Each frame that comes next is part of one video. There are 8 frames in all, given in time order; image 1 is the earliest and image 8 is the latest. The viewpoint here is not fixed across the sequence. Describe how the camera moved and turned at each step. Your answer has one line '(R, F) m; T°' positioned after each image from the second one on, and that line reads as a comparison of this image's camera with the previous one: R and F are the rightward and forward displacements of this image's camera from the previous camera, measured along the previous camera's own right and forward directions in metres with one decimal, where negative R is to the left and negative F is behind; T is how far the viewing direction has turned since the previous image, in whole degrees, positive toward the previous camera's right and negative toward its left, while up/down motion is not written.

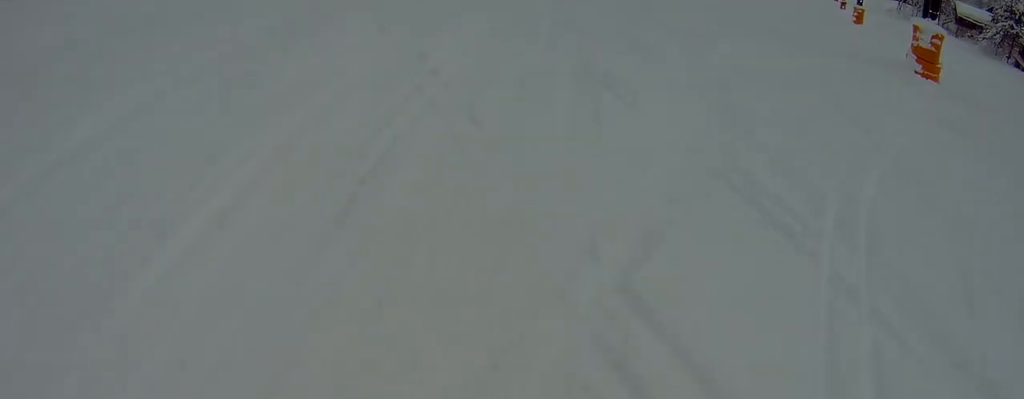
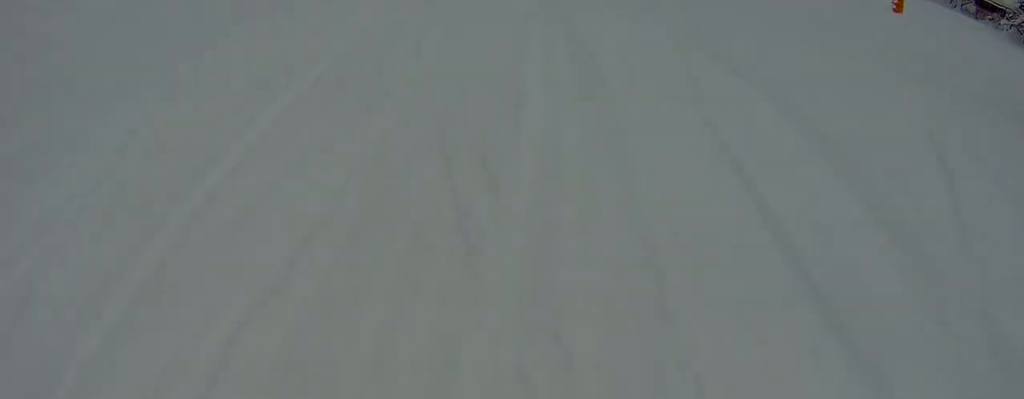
(-1.2, +7.0) m; 0°
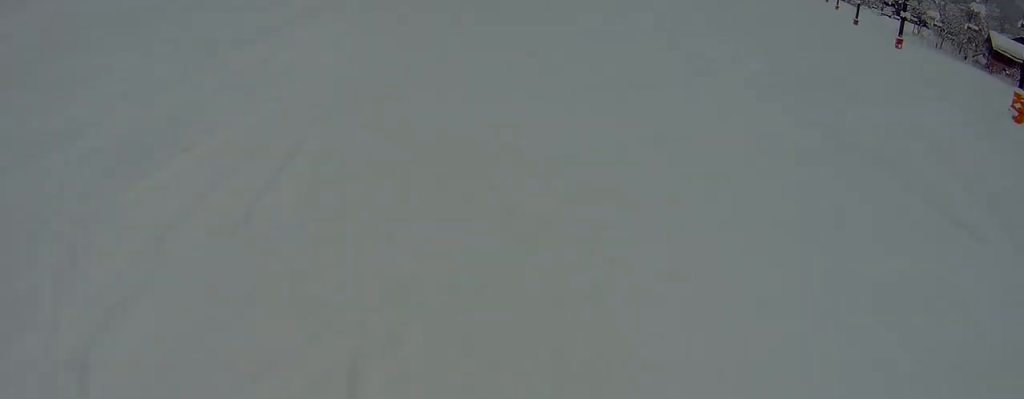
(+3.1, +21.7) m; +6°
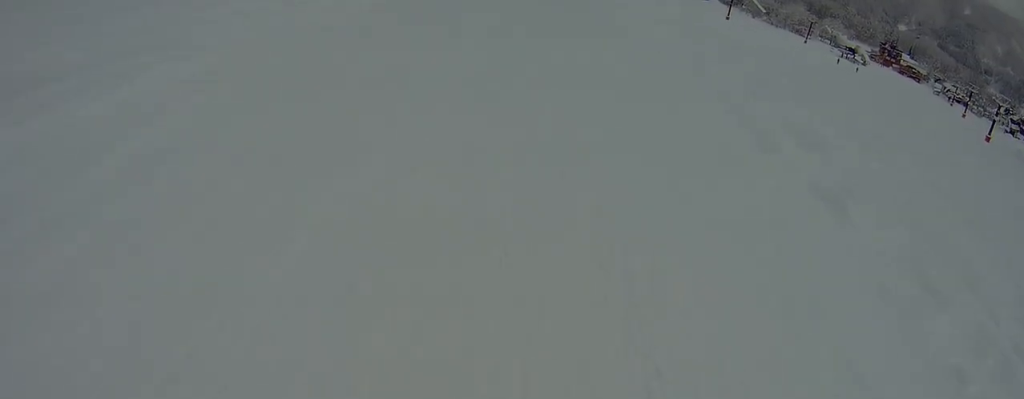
(-1.1, +11.2) m; -6°
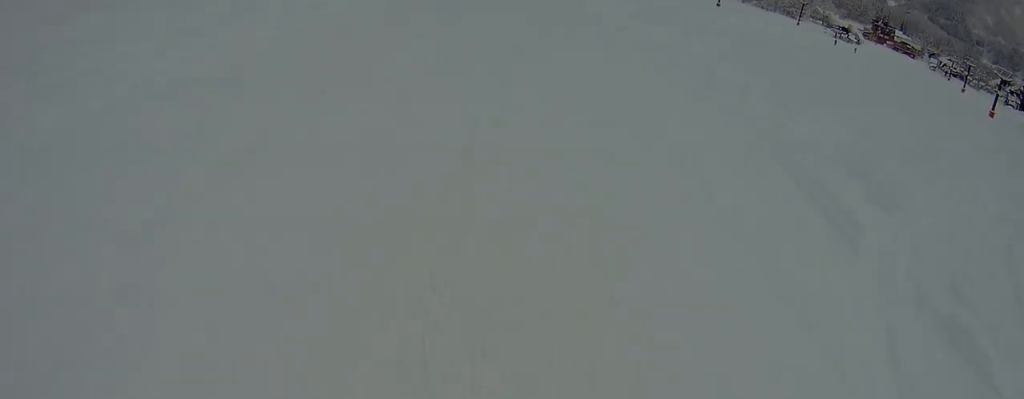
(-0.3, +3.4) m; 0°
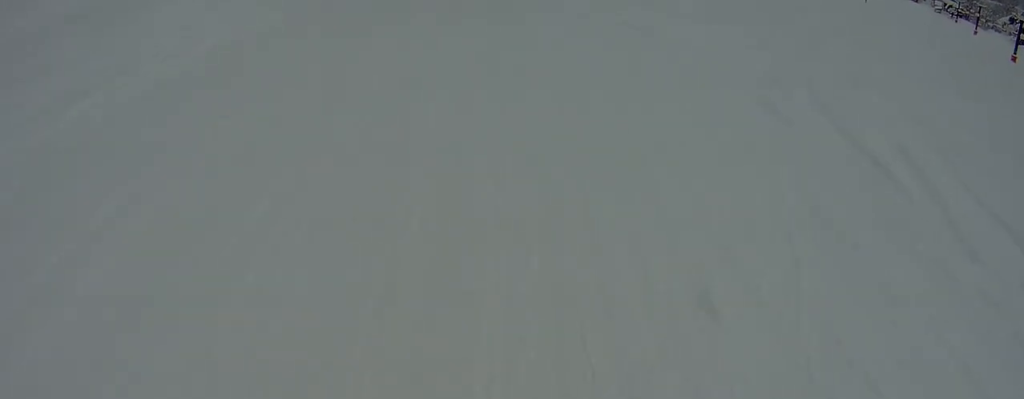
(+0.9, +7.0) m; +3°
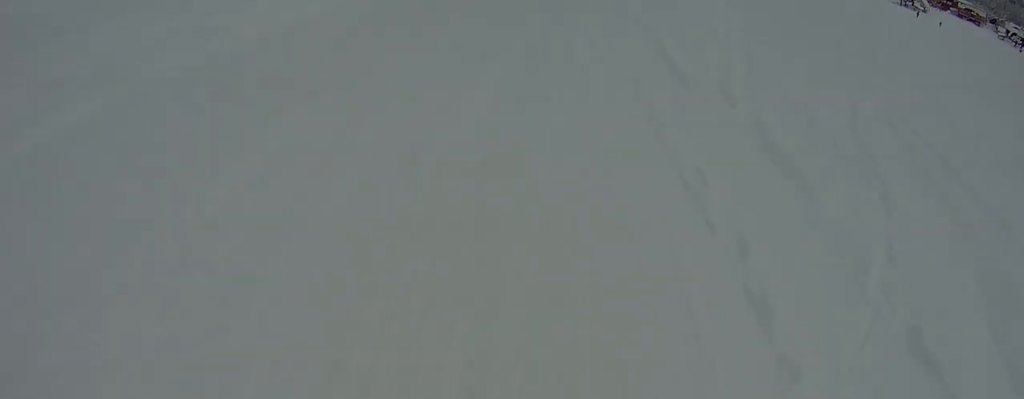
(-0.5, +9.7) m; -4°
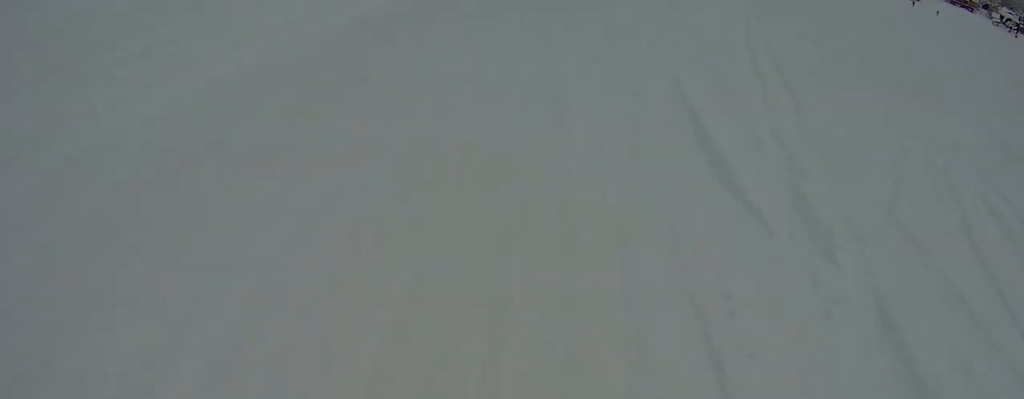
(0.0, +3.3) m; -2°
